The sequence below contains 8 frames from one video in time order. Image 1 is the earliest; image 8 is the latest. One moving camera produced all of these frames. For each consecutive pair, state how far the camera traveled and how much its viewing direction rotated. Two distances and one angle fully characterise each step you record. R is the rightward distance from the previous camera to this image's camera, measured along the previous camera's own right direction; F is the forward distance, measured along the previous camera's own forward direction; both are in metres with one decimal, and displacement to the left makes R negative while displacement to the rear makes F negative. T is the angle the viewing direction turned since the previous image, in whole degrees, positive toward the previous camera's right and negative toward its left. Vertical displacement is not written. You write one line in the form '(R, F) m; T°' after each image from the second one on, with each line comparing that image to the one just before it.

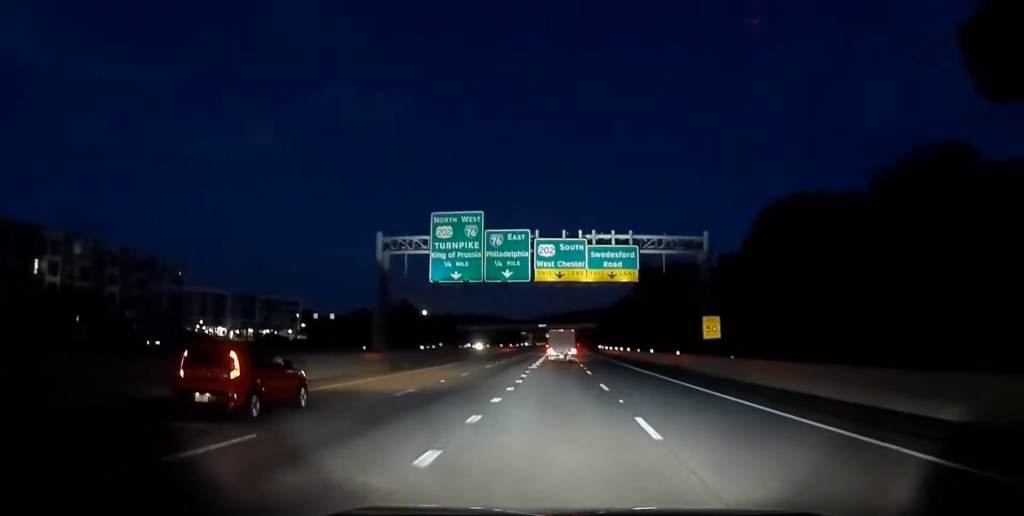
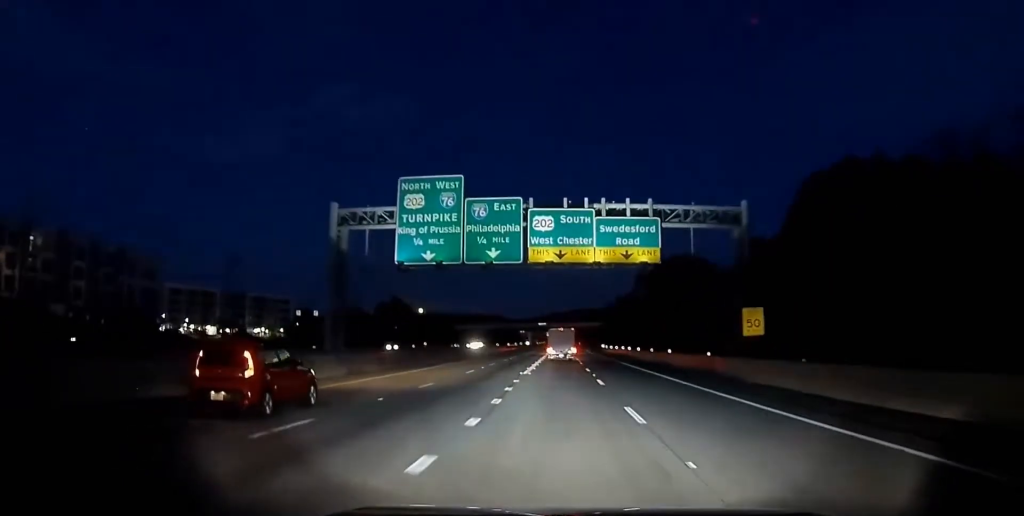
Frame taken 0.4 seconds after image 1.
(0.0, +9.6) m; 0°
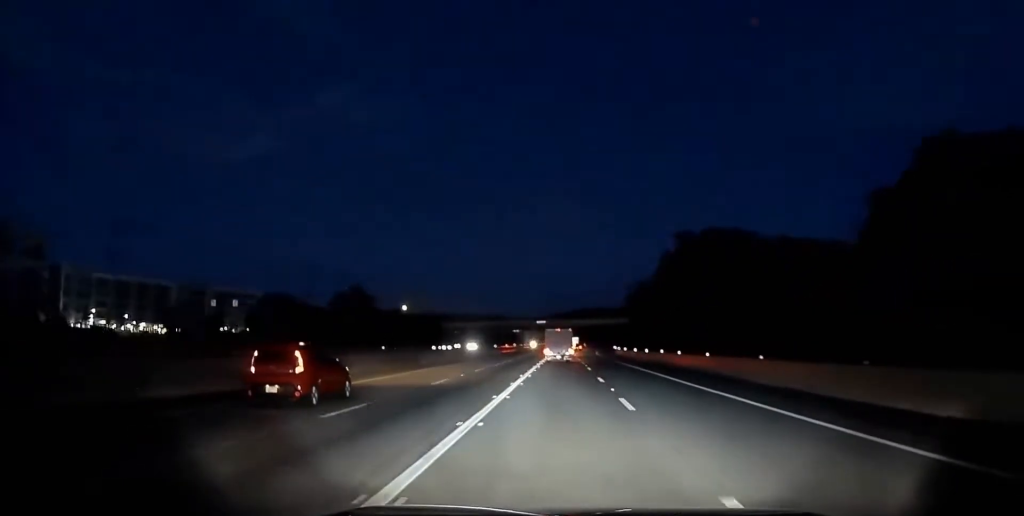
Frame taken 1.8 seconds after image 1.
(+0.2, +33.4) m; 0°
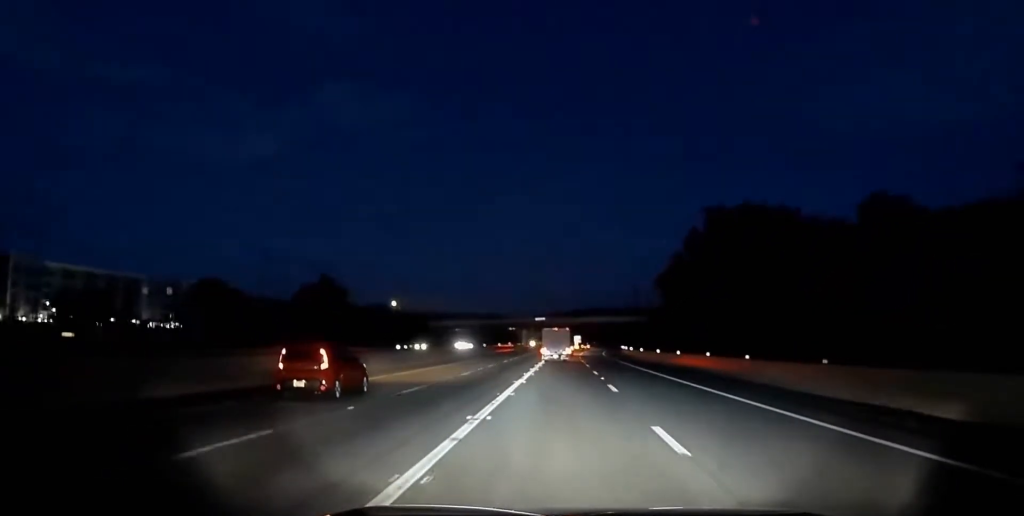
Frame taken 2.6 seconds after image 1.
(-0.2, +17.7) m; 0°
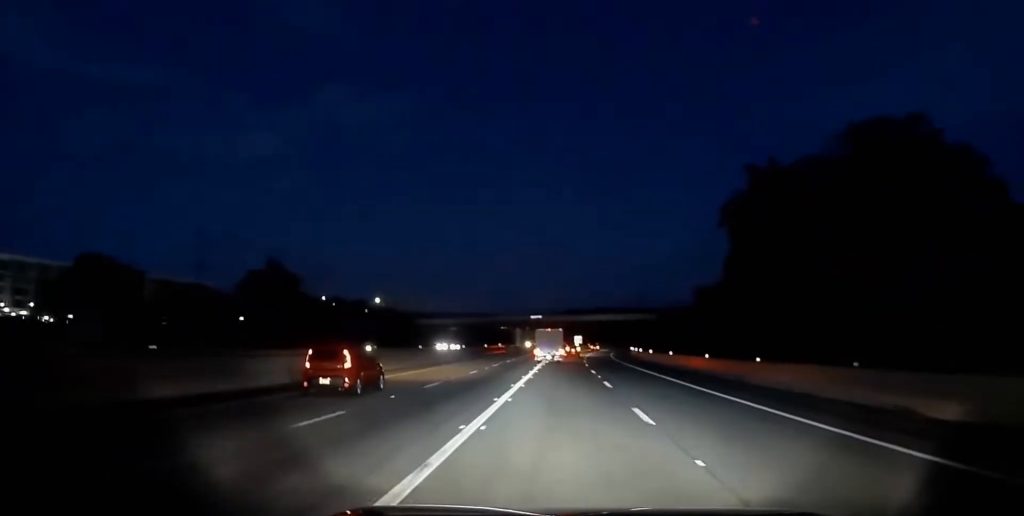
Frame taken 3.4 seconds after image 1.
(0.0, +20.3) m; 0°
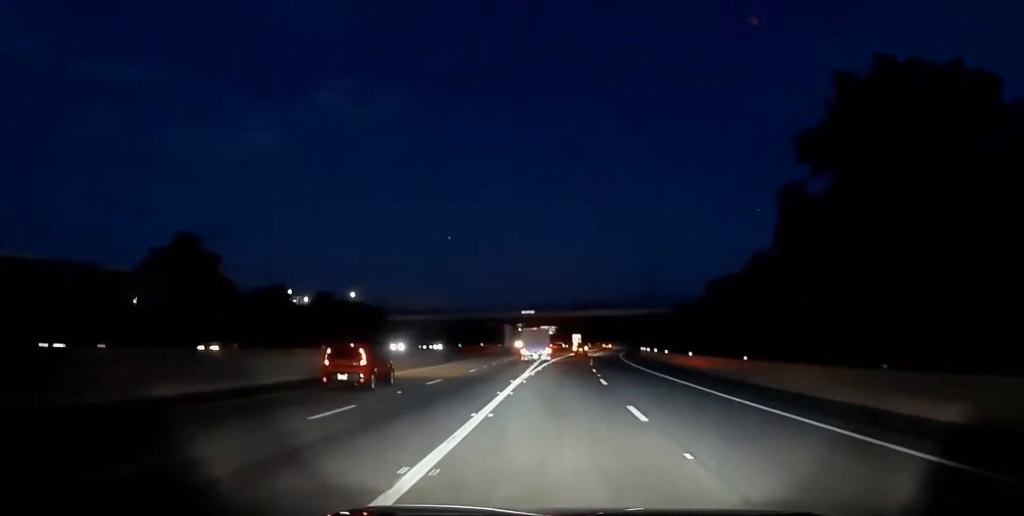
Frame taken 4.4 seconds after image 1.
(+0.1, +22.7) m; +1°
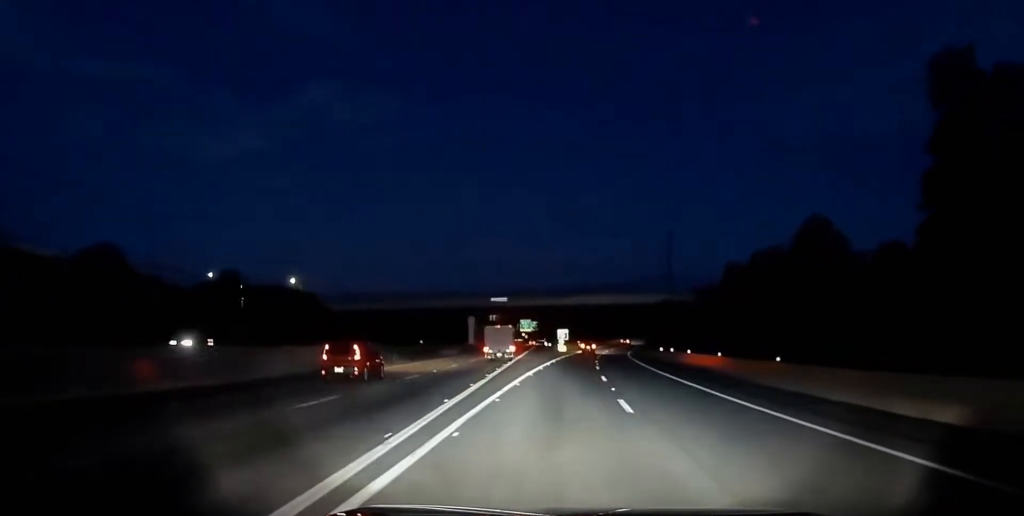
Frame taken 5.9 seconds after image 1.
(+0.3, +34.4) m; 0°
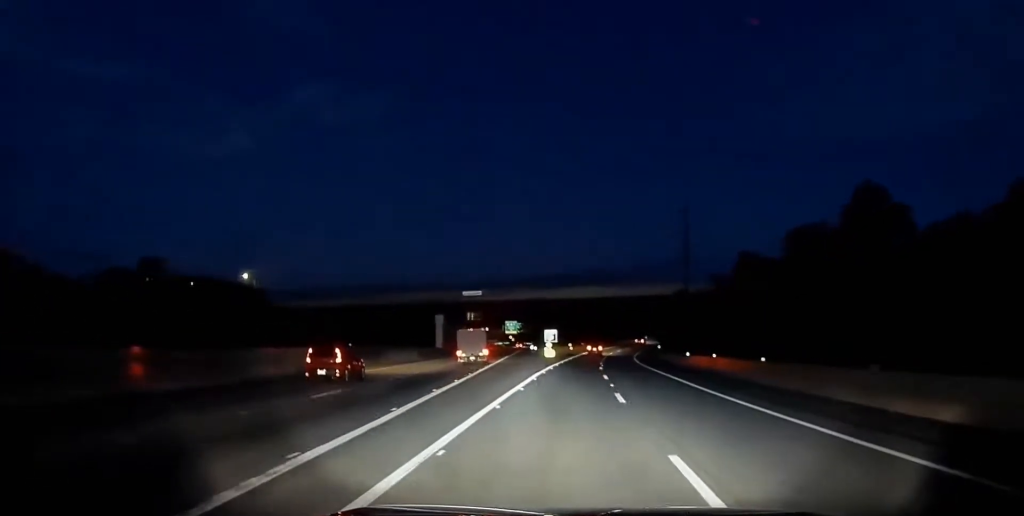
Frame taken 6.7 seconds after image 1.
(-0.1, +20.1) m; +2°
